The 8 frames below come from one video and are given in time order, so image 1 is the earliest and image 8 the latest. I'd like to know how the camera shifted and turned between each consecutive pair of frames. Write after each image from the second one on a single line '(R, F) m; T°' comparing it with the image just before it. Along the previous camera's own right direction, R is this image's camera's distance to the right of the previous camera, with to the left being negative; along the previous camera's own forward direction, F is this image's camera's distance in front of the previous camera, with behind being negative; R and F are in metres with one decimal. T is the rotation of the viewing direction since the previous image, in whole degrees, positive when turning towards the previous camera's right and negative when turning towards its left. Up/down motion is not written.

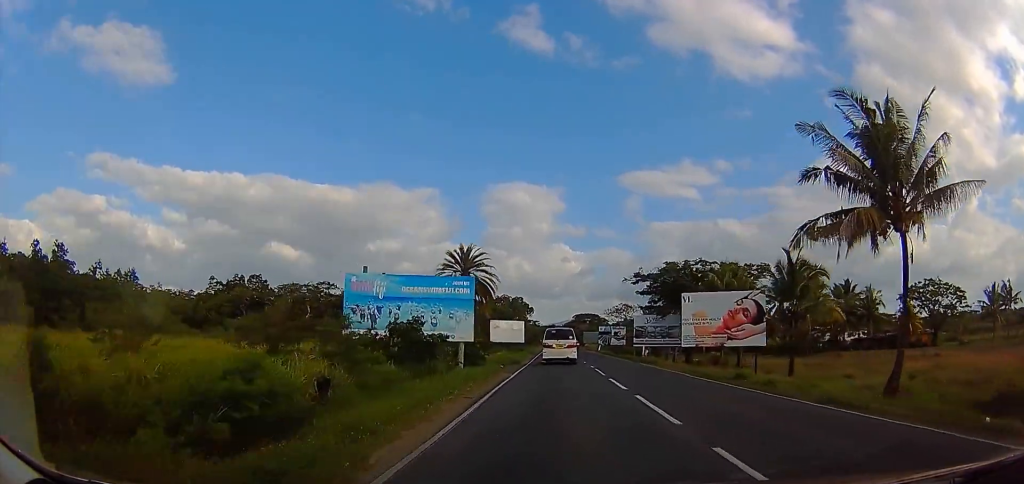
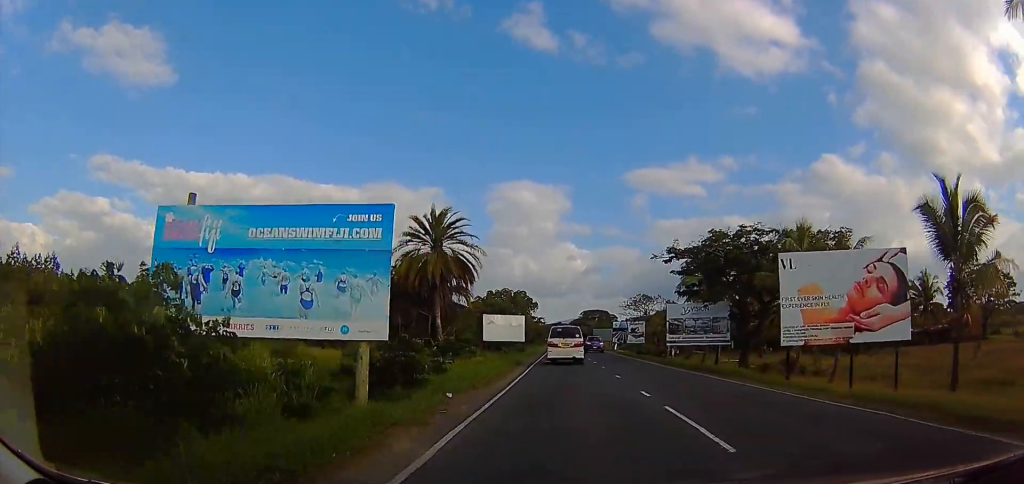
(+0.2, +13.9) m; +1°
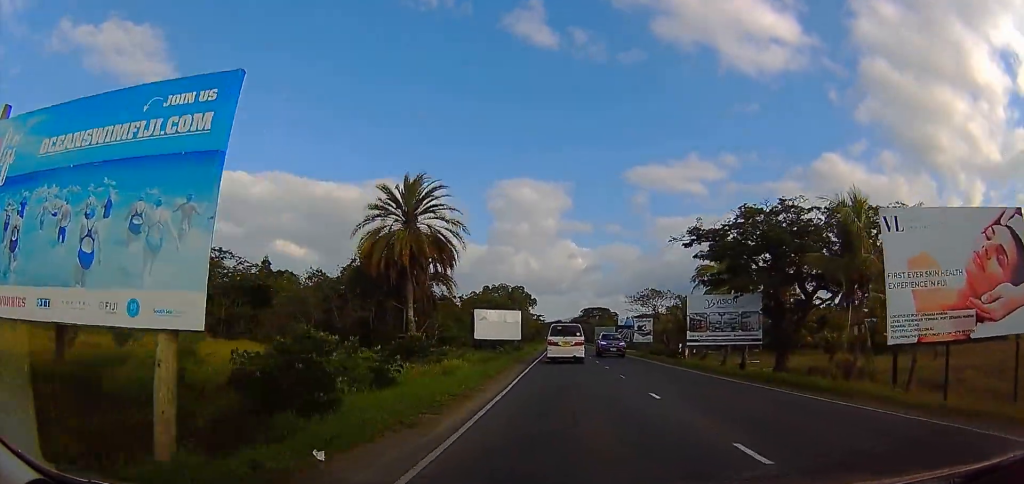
(+0.5, +6.7) m; 0°
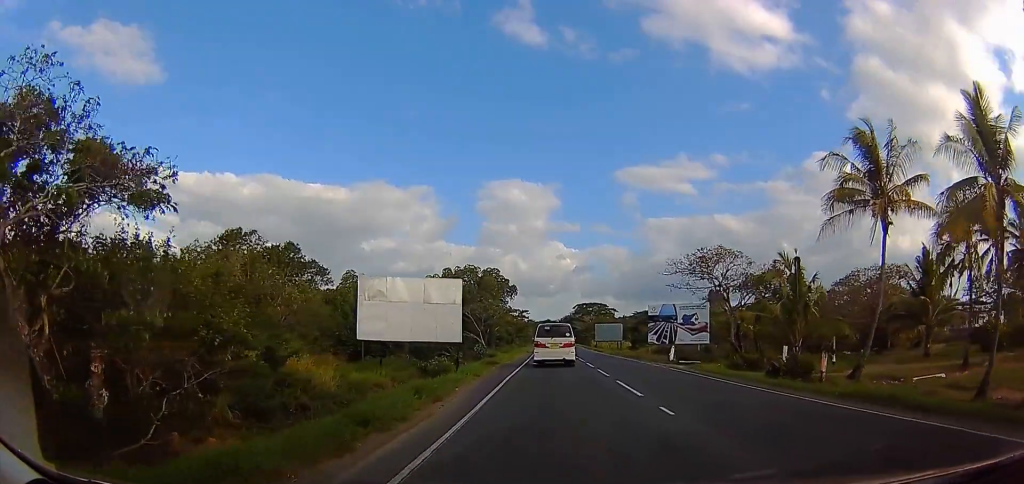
(-2.1, +32.6) m; 0°
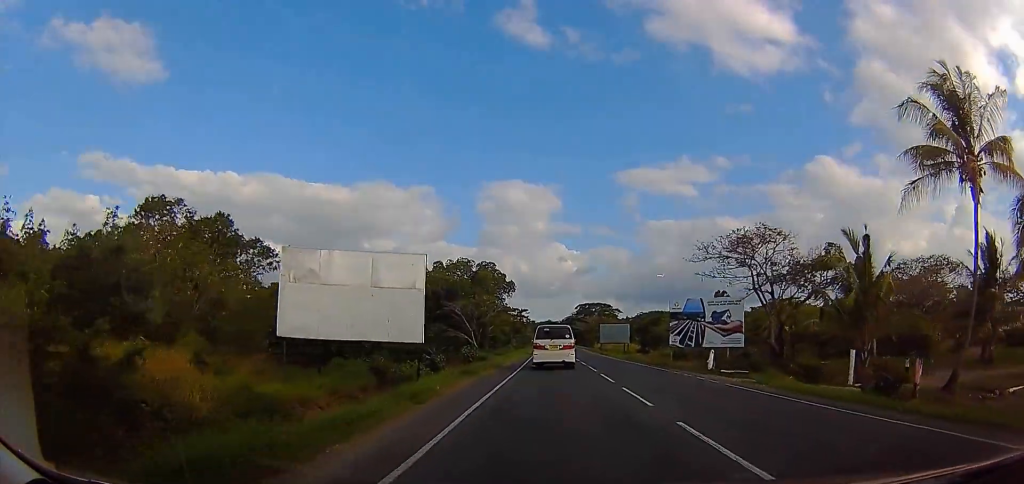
(+0.7, +8.0) m; 0°
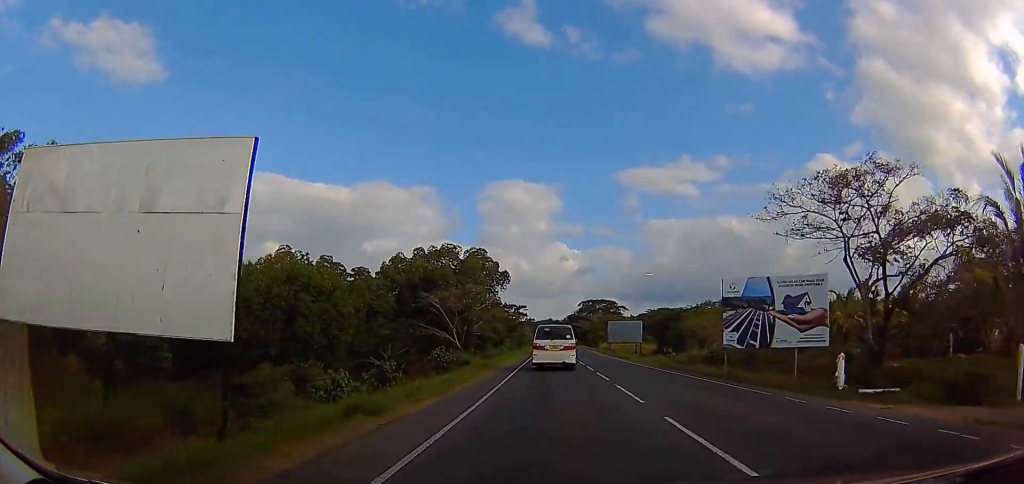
(-0.3, +11.4) m; -2°
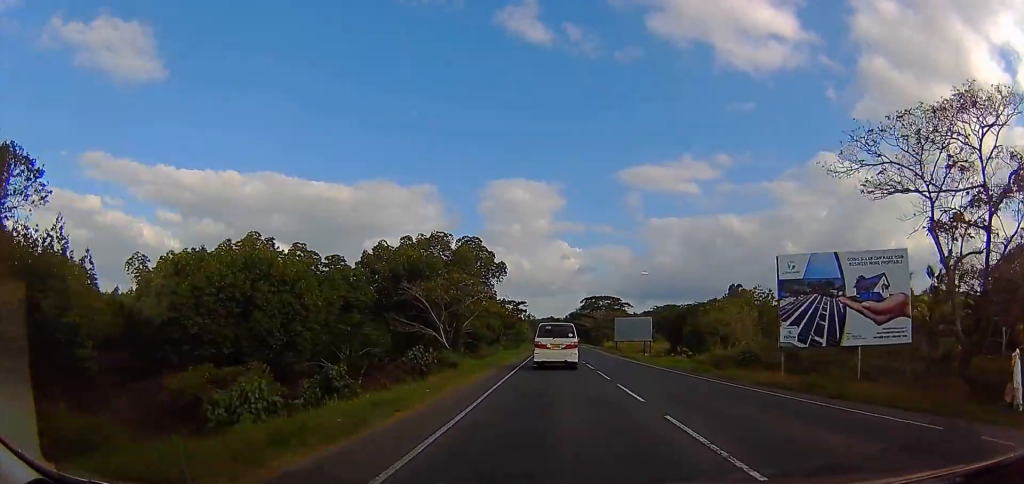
(-0.3, +6.3) m; -1°
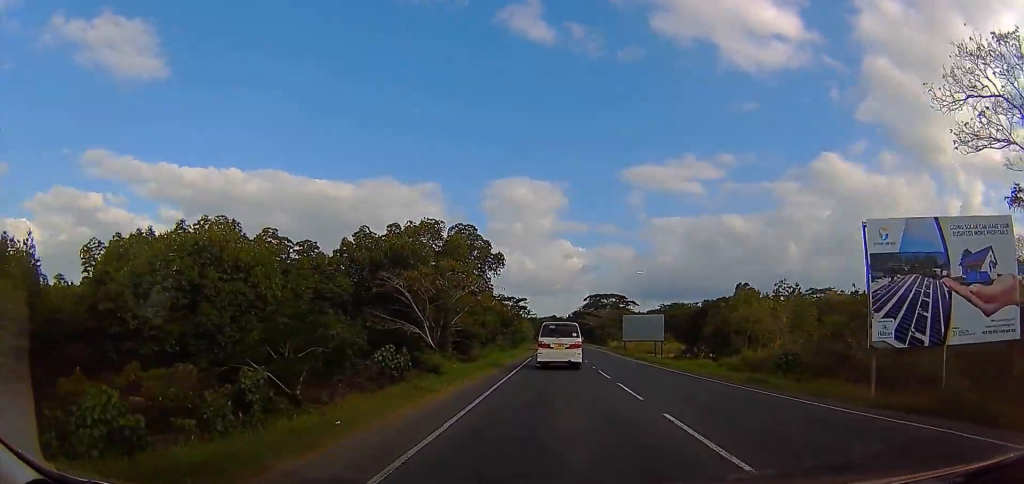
(+0.1, +5.4) m; +2°
